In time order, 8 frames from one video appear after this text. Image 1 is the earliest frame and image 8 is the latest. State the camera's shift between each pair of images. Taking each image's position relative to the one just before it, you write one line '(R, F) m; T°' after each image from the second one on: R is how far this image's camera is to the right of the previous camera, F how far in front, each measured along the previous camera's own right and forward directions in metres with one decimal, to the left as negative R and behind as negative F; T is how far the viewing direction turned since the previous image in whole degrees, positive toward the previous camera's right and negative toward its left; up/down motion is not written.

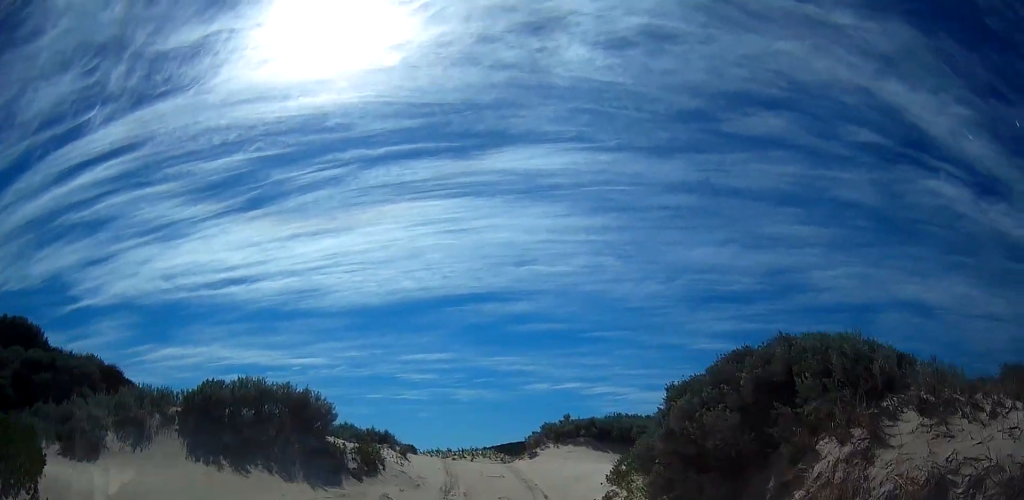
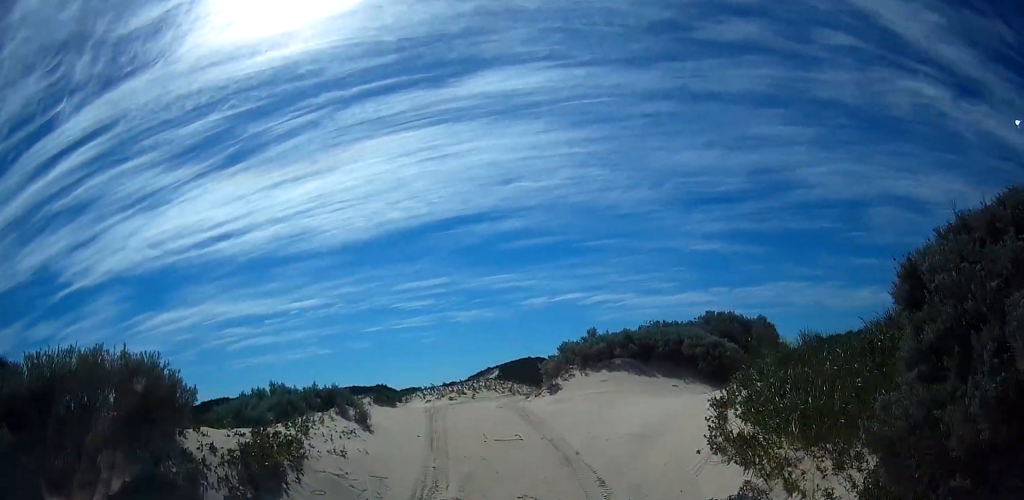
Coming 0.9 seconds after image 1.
(+0.3, +4.8) m; +4°
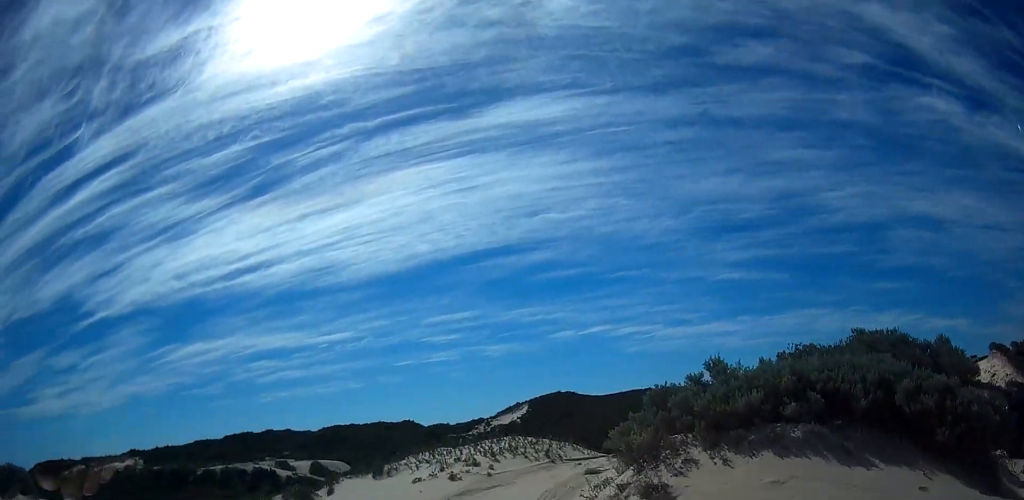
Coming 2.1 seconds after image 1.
(-0.1, +7.1) m; -5°
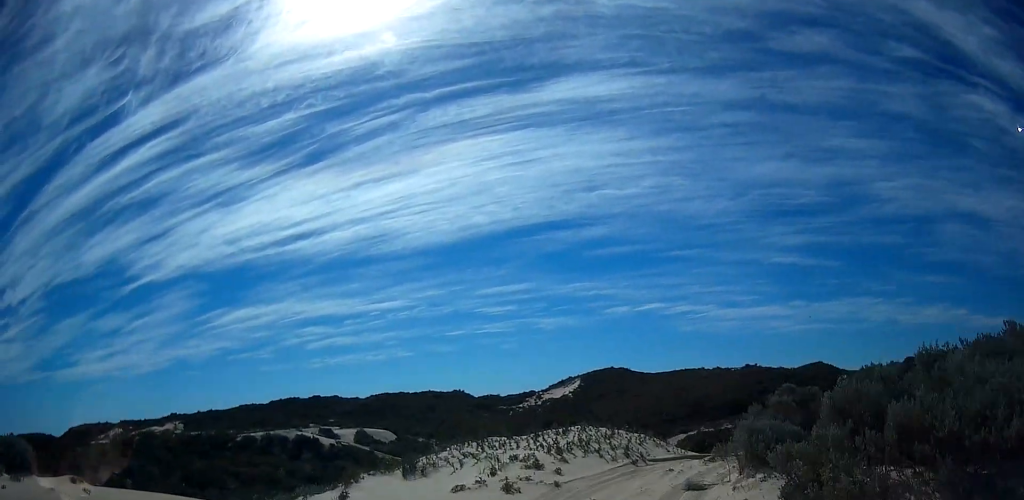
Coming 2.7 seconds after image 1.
(0.0, +3.0) m; -2°
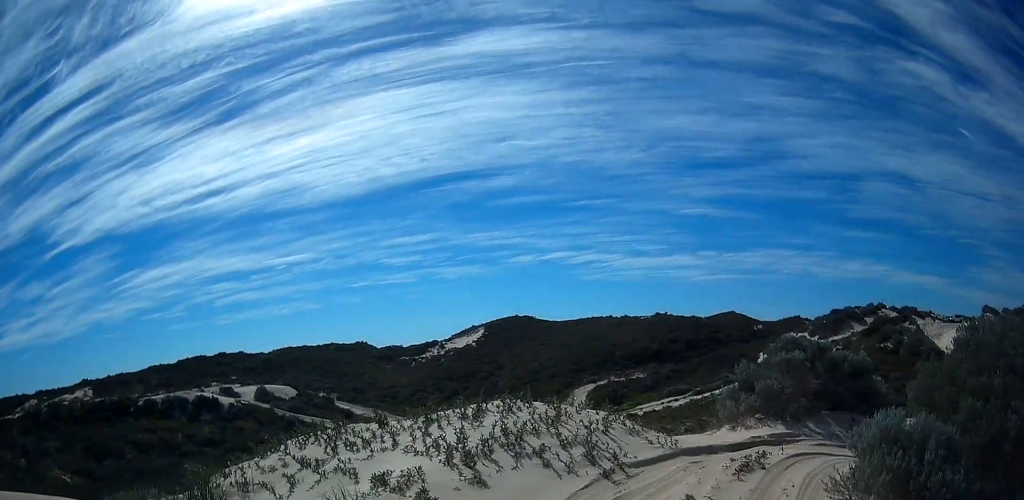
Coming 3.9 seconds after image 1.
(0.0, +5.4) m; +10°
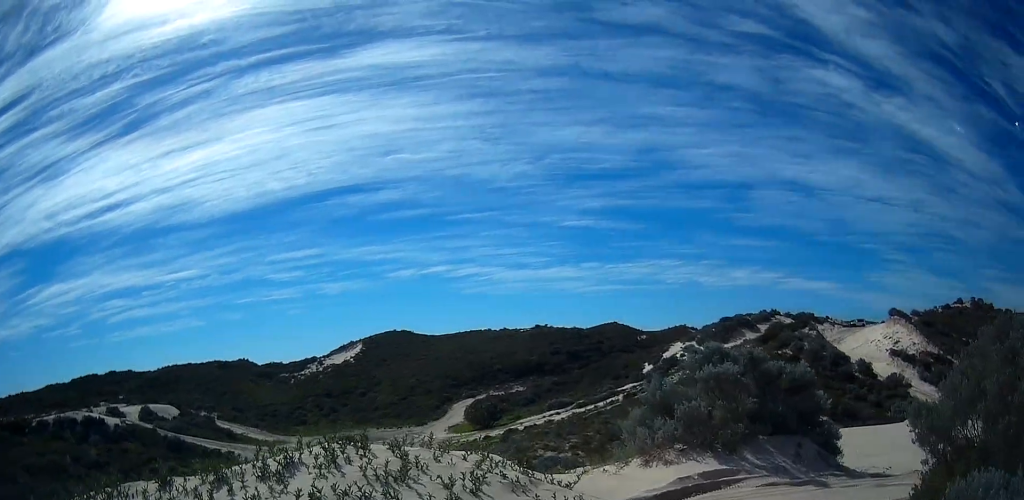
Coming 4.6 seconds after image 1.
(+0.3, +2.9) m; +13°
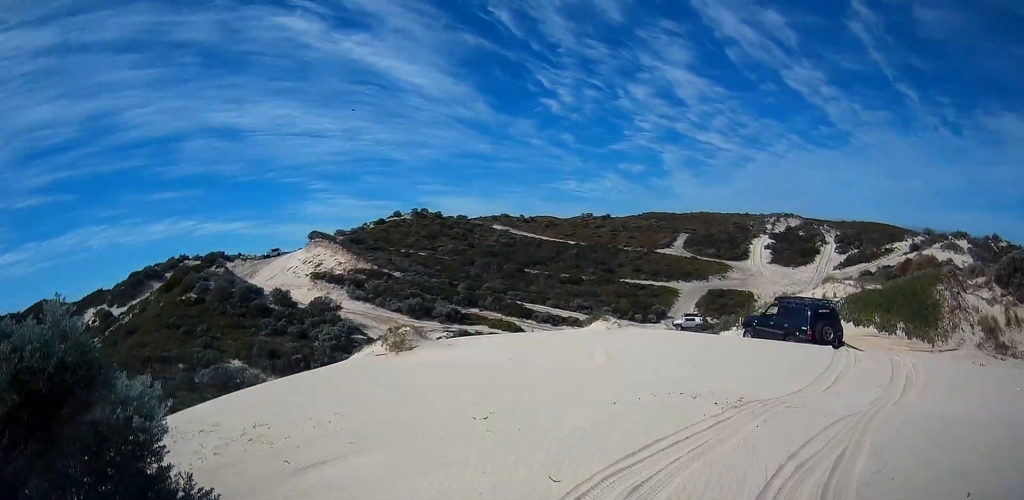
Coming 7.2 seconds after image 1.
(+3.3, +7.5) m; +59°
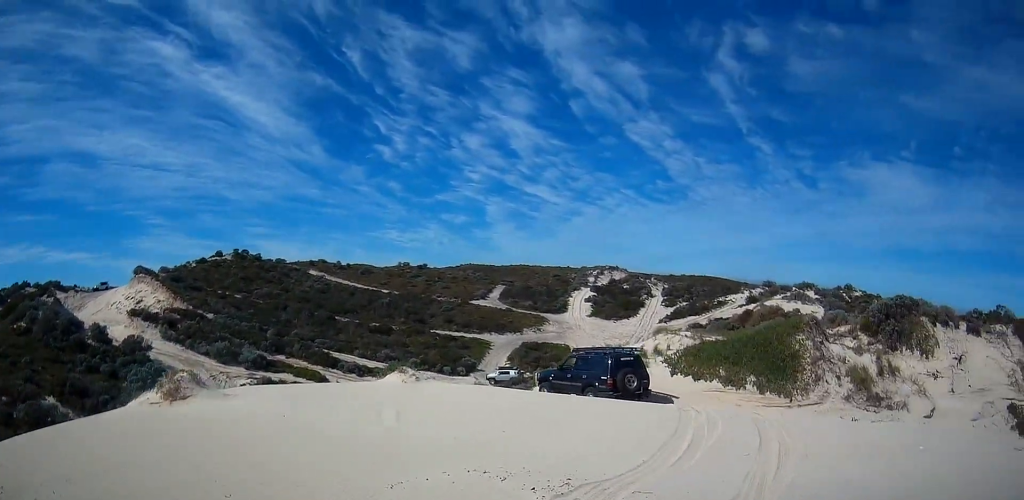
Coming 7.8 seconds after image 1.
(+0.3, +2.0) m; +16°
